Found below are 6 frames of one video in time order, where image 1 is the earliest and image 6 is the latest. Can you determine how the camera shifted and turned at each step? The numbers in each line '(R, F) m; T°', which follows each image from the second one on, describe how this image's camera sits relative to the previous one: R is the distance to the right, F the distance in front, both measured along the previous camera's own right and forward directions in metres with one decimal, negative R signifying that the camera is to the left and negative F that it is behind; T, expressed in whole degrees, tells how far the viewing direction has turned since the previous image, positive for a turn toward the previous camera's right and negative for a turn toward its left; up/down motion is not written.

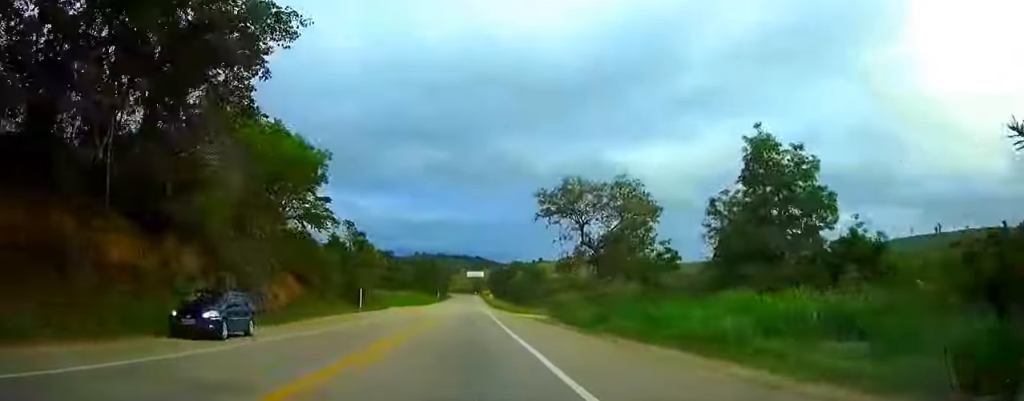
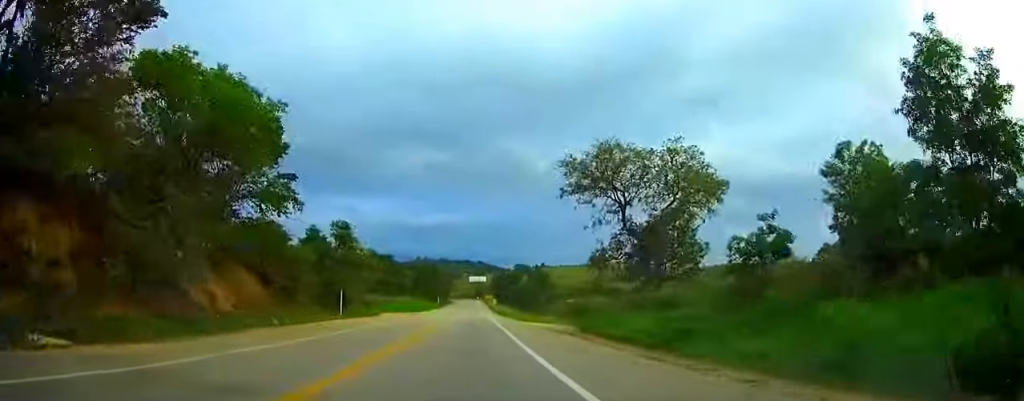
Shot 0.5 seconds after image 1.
(0.0, +11.5) m; 0°
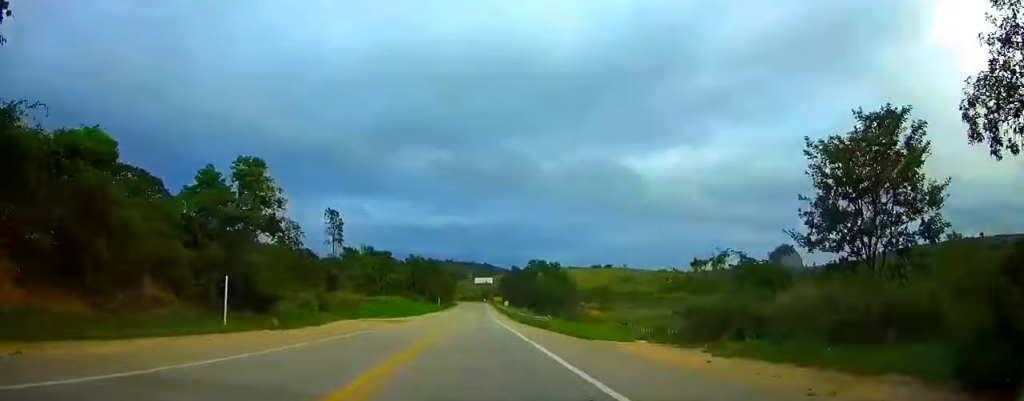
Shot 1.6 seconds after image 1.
(0.0, +29.1) m; 0°
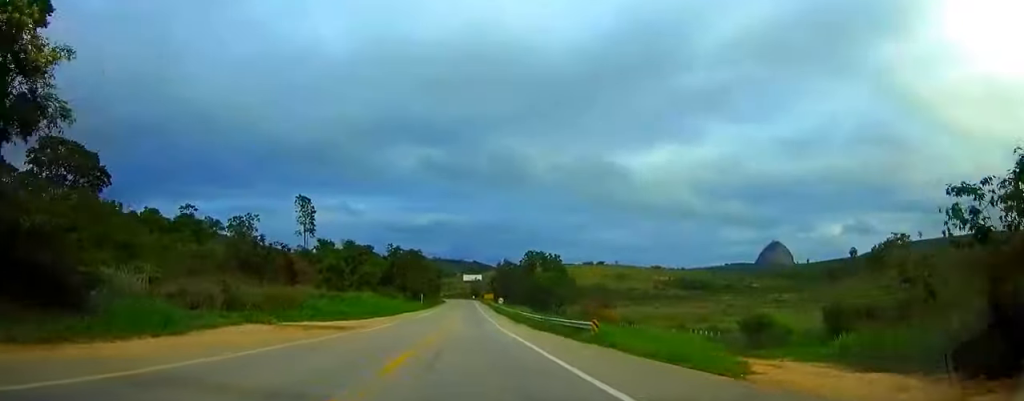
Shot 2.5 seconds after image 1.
(0.0, +21.0) m; 0°
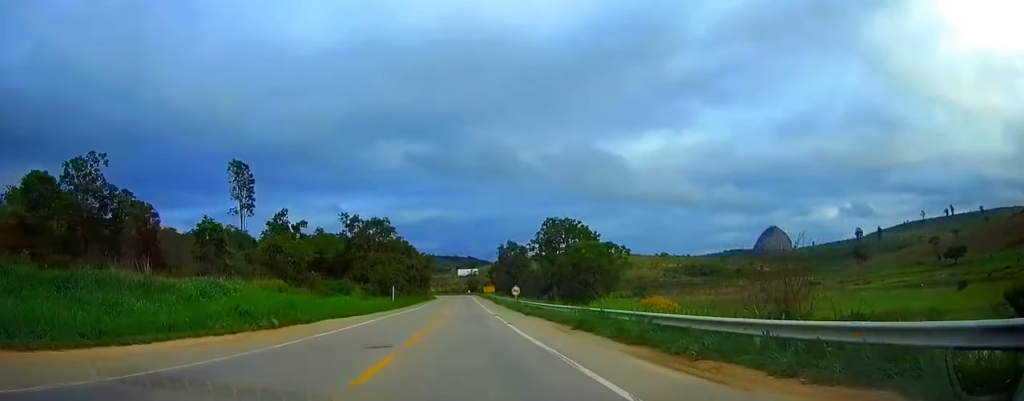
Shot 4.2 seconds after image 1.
(+0.2, +43.9) m; +1°
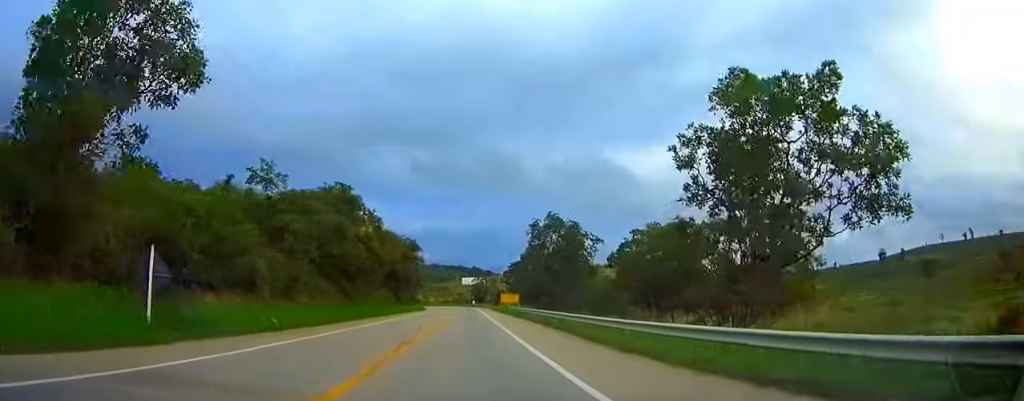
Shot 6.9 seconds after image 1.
(-0.1, +68.3) m; 0°
